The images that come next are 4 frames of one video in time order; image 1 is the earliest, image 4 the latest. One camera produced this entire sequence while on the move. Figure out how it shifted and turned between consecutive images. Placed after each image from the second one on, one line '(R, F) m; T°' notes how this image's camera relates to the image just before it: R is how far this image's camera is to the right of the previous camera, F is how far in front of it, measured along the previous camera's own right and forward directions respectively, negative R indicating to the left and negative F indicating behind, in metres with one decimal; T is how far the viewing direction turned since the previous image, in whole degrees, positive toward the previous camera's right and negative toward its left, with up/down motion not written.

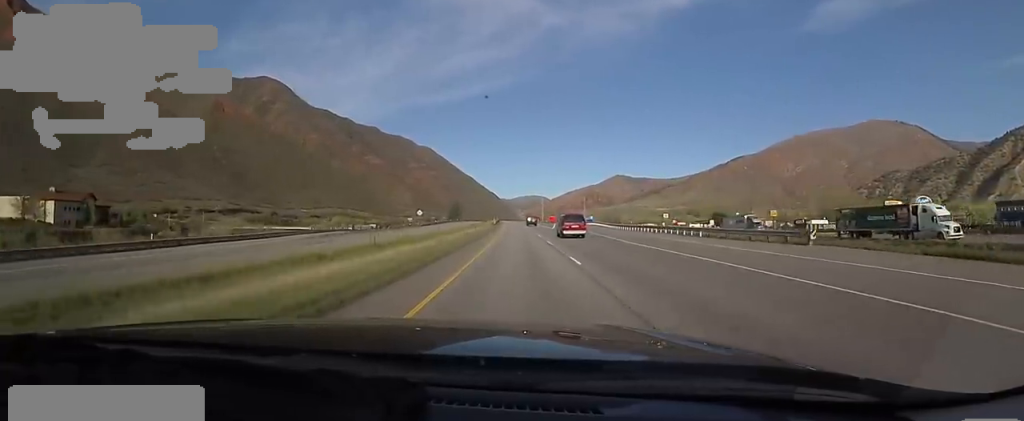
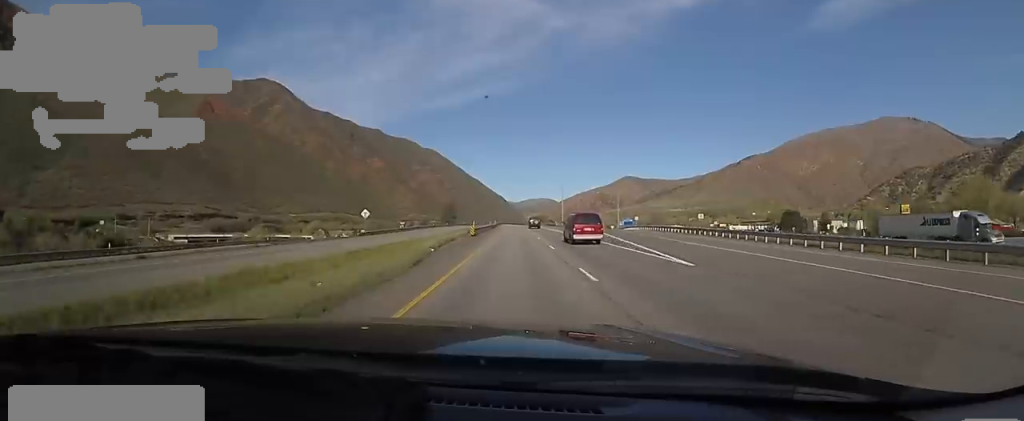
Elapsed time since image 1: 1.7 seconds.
(+1.0, +52.0) m; -2°
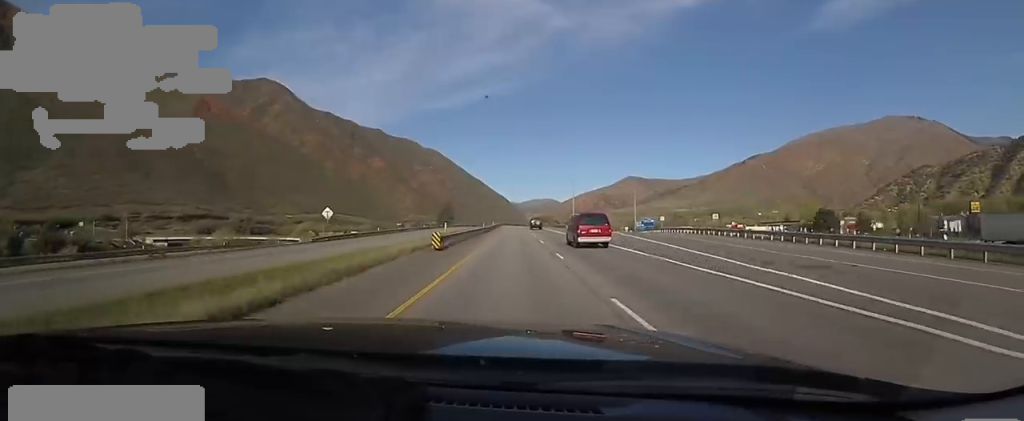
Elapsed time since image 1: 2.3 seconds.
(-0.2, +17.2) m; -3°
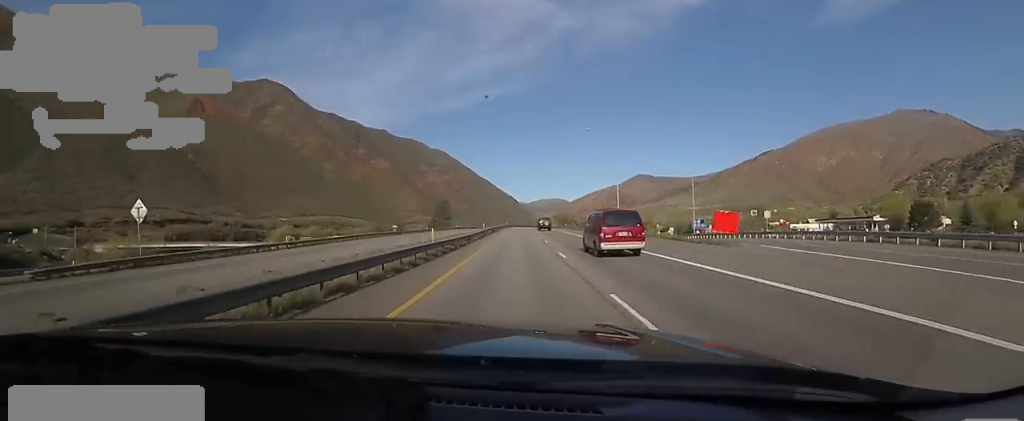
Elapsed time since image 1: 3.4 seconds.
(-1.2, +35.8) m; +1°
